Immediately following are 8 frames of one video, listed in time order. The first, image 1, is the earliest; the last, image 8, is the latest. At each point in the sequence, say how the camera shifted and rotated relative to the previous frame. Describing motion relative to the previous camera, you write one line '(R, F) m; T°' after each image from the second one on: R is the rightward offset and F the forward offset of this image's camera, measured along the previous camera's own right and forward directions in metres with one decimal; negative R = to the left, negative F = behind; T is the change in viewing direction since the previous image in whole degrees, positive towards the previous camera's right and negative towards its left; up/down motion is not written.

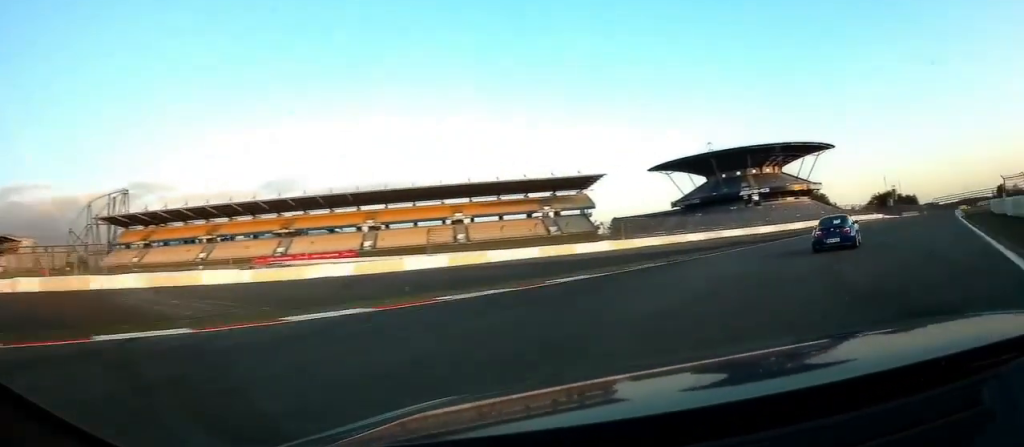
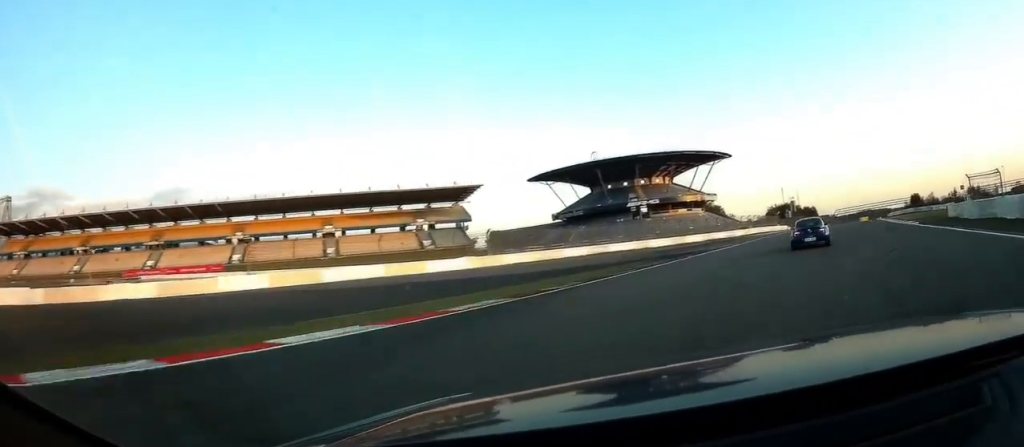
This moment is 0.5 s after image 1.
(+1.5, +10.5) m; +14°
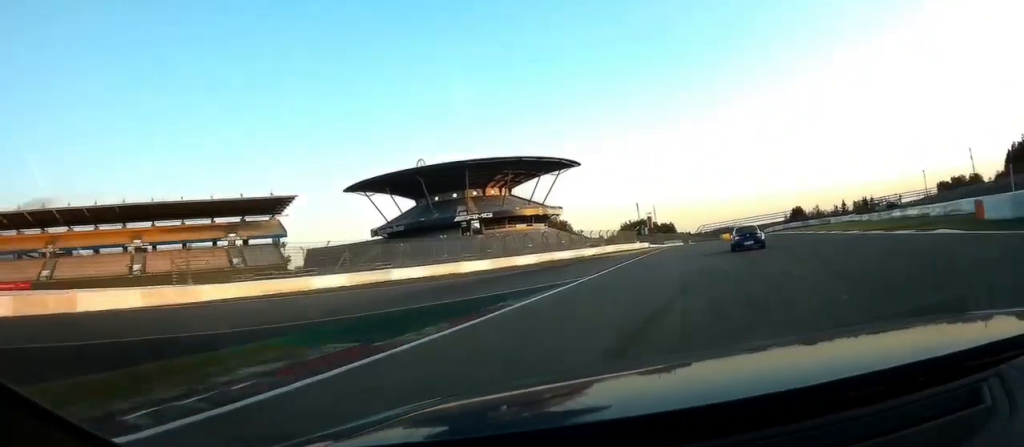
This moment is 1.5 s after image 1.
(+3.9, +22.2) m; +14°
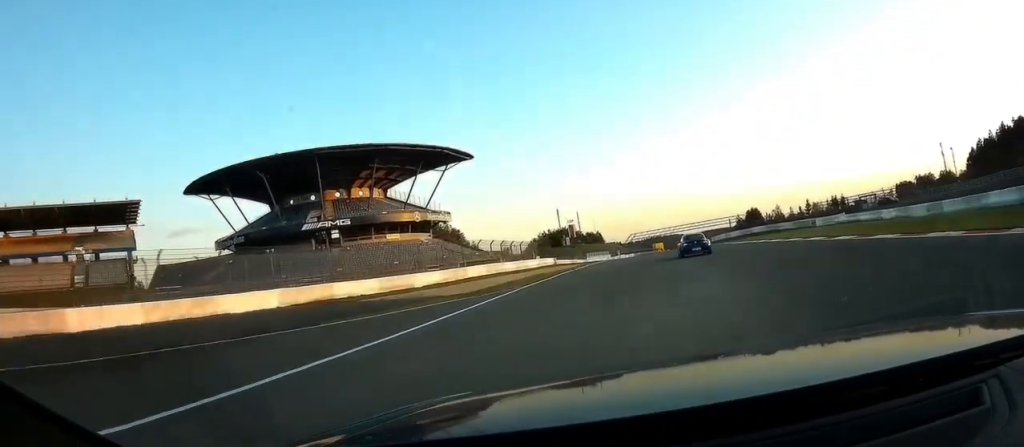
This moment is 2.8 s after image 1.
(+2.7, +33.8) m; +5°
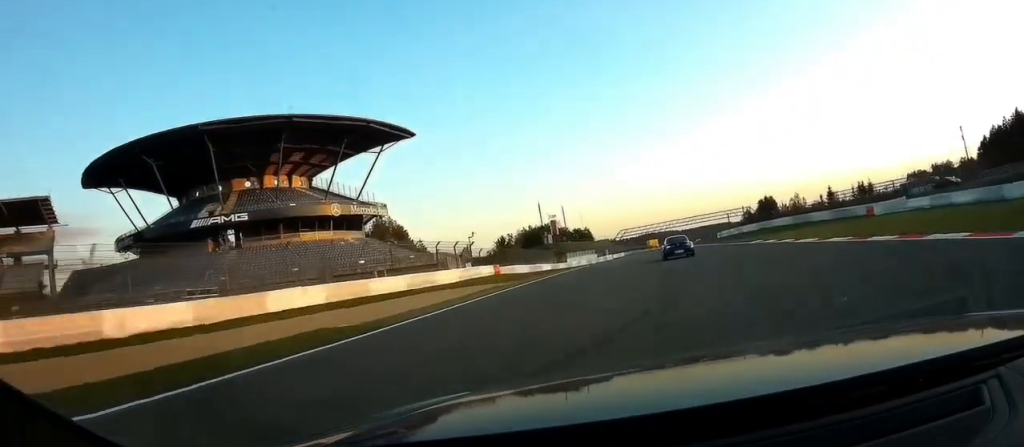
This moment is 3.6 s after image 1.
(+0.3, +25.5) m; 0°
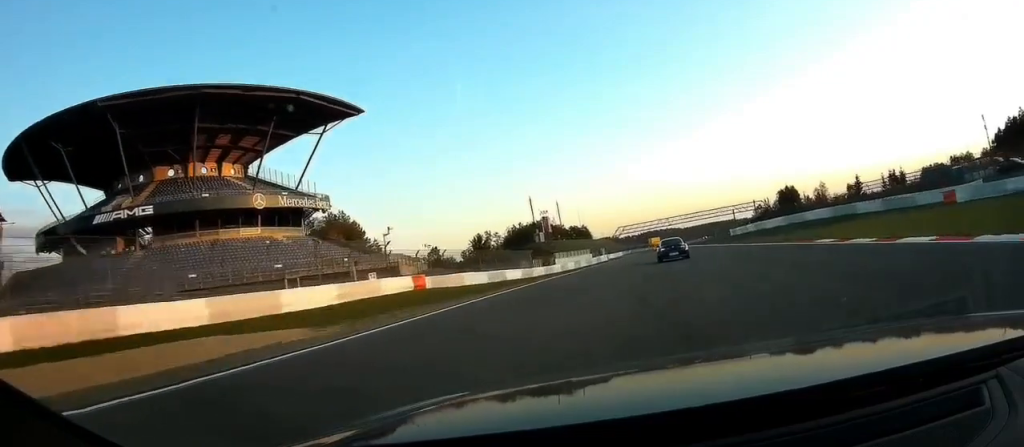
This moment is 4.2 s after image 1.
(-0.1, +17.5) m; 0°
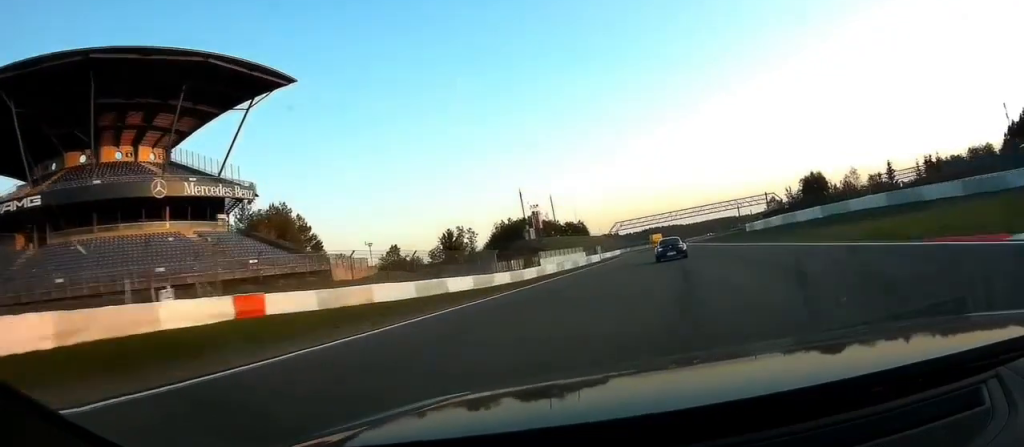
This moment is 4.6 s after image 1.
(0.0, +16.4) m; 0°
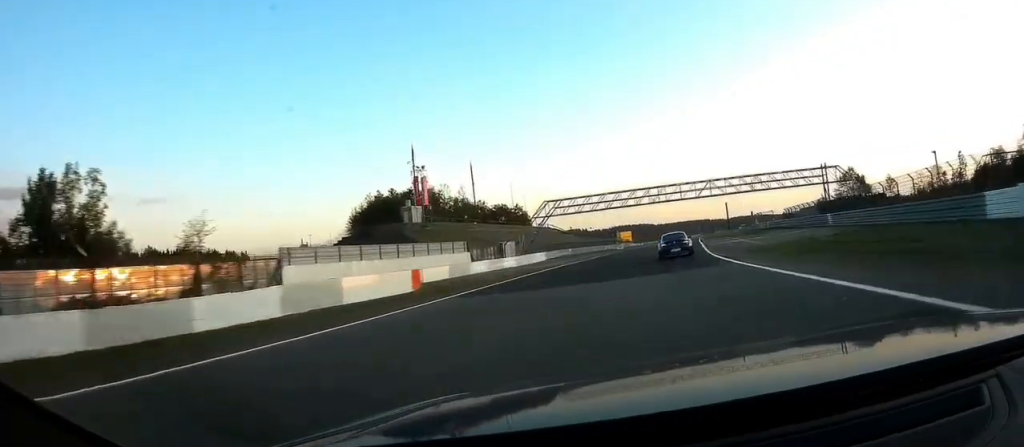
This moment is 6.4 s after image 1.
(+0.9, +66.4) m; +2°
